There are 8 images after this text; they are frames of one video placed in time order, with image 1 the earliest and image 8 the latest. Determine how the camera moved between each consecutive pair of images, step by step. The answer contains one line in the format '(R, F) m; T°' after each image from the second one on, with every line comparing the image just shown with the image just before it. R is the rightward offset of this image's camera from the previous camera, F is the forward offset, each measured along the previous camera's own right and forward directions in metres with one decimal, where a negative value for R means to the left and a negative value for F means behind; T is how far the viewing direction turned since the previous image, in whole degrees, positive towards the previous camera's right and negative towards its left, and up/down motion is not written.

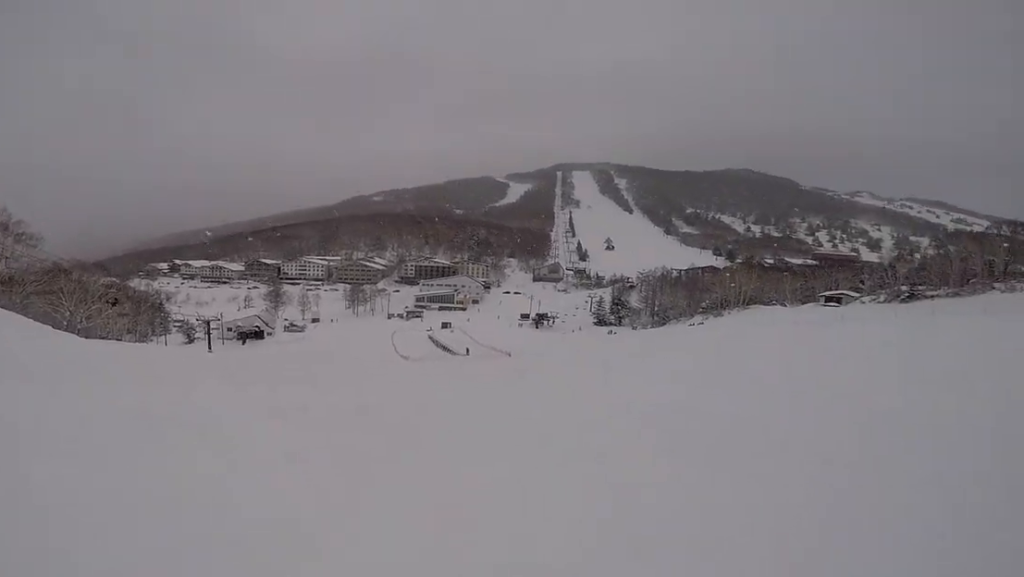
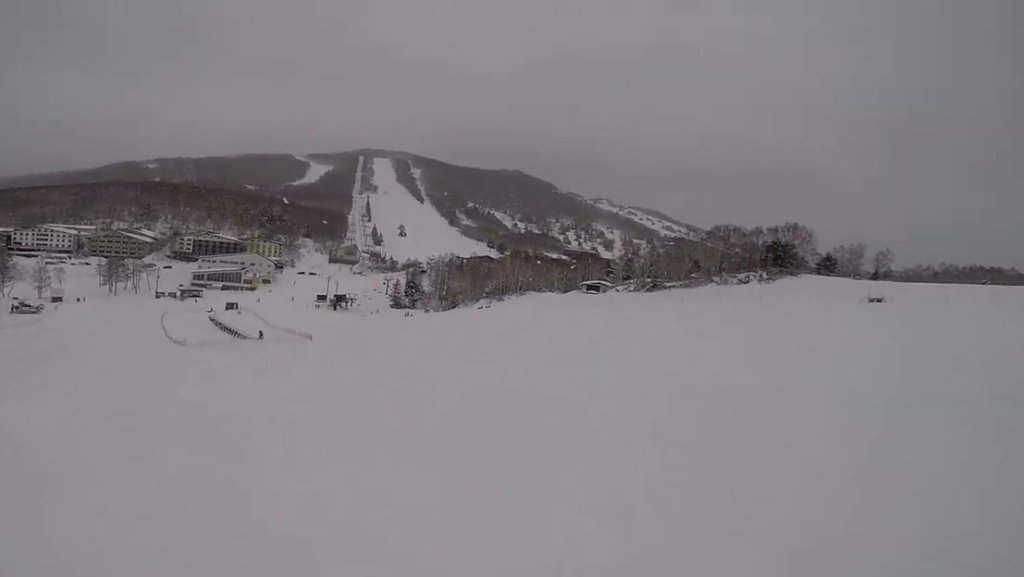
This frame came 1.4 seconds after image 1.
(+0.8, +7.2) m; +10°
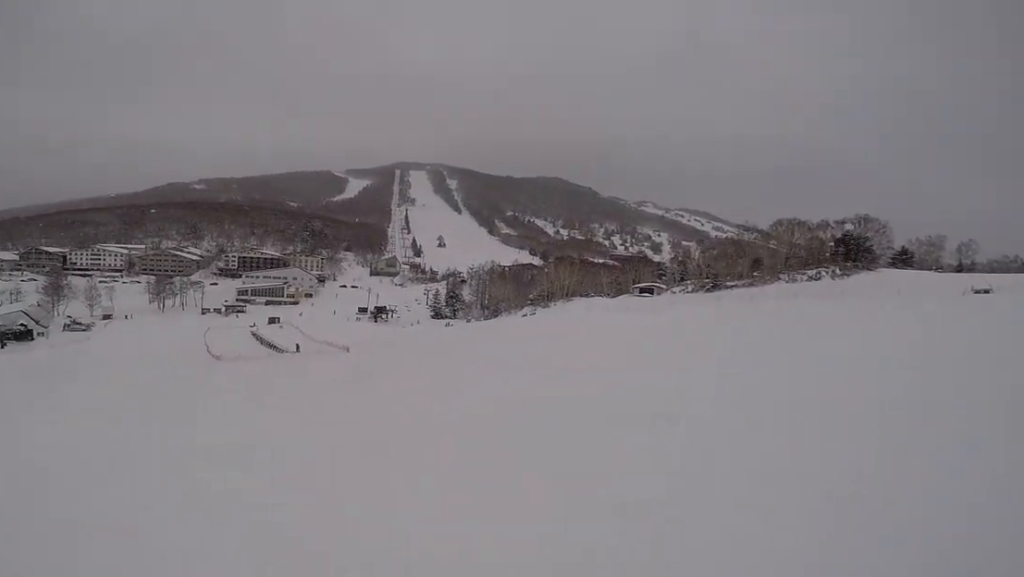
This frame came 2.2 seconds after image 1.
(+0.3, +4.2) m; -14°
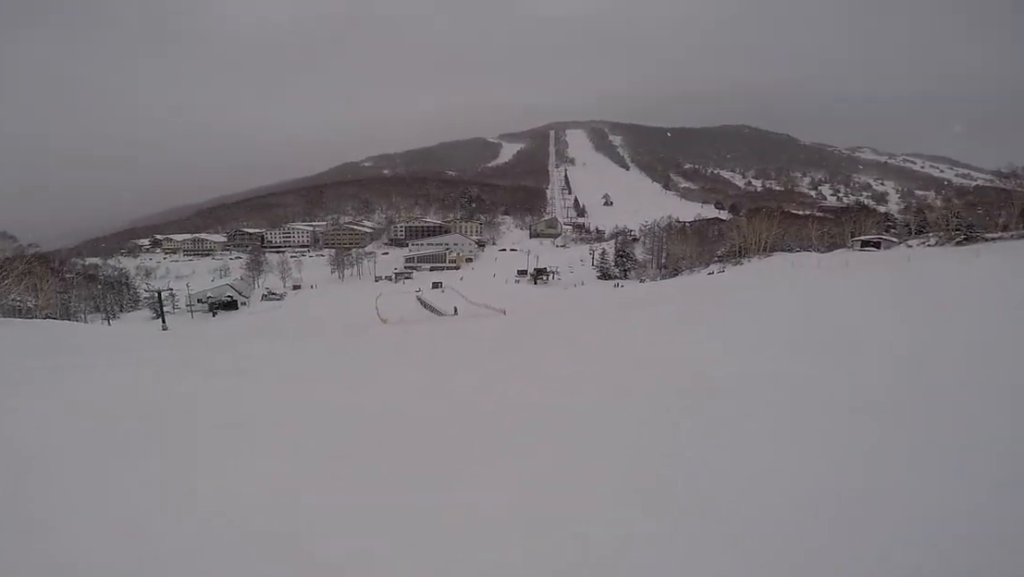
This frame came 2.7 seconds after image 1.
(-0.3, +2.3) m; -9°
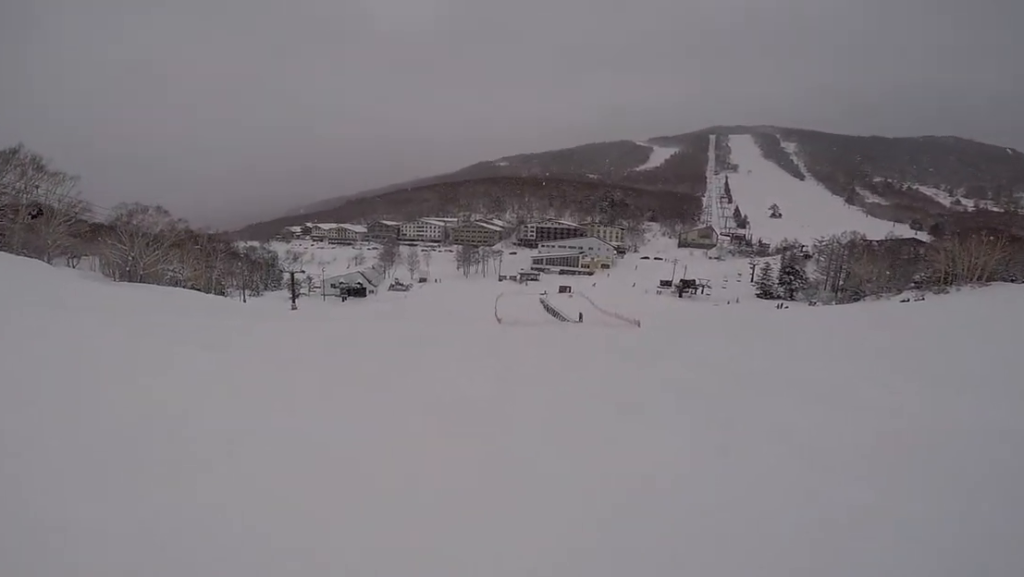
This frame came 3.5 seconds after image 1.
(-1.0, +4.2) m; -15°
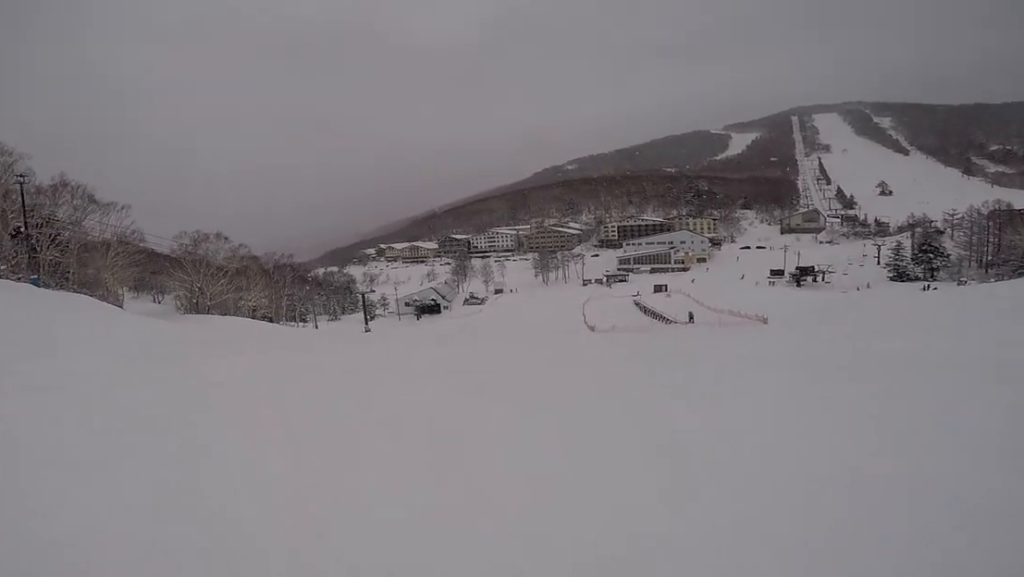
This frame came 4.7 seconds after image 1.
(-0.9, +5.9) m; -18°
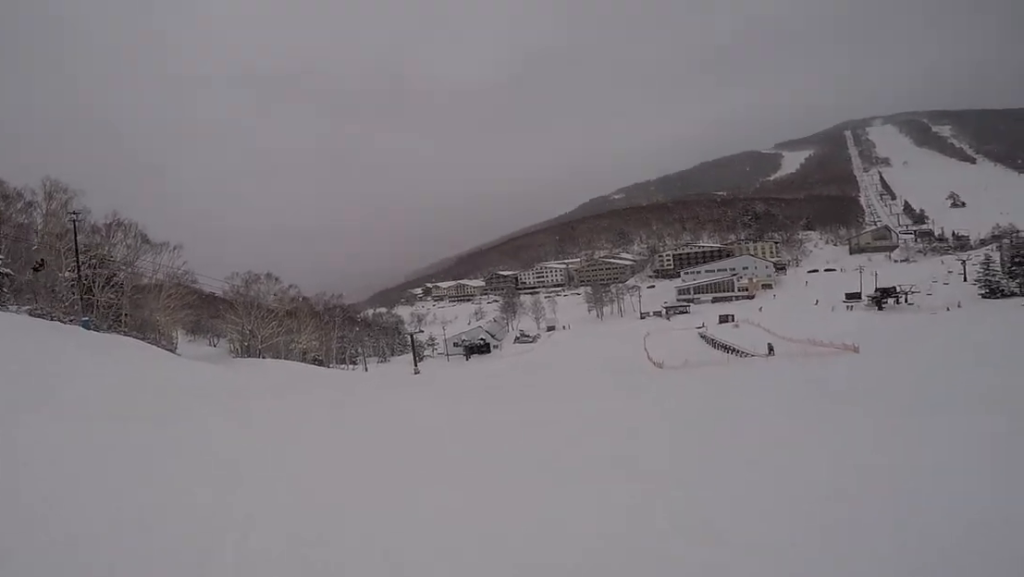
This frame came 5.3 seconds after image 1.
(-0.9, +2.3) m; 0°
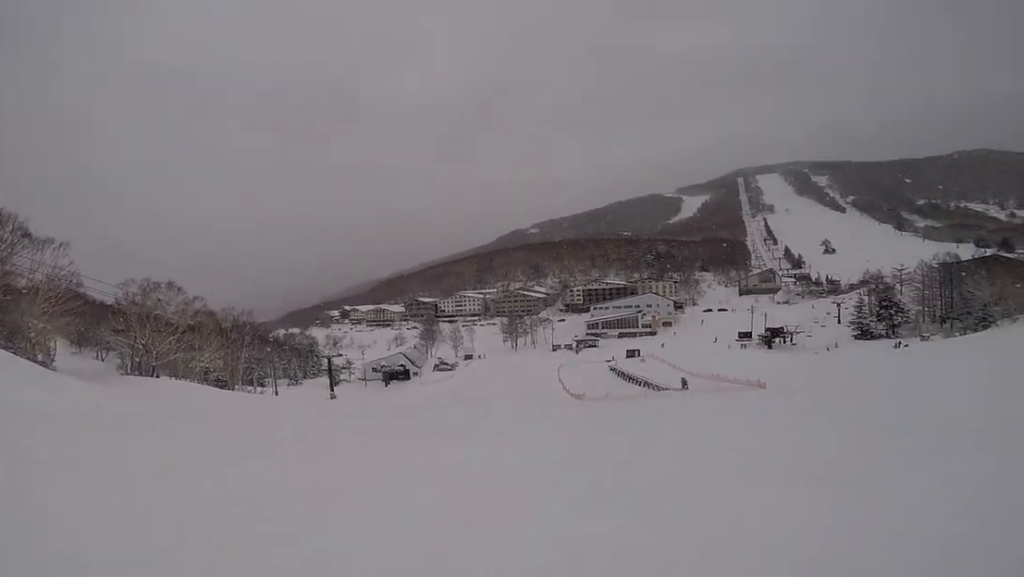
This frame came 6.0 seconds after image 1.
(+0.7, +3.2) m; +12°
